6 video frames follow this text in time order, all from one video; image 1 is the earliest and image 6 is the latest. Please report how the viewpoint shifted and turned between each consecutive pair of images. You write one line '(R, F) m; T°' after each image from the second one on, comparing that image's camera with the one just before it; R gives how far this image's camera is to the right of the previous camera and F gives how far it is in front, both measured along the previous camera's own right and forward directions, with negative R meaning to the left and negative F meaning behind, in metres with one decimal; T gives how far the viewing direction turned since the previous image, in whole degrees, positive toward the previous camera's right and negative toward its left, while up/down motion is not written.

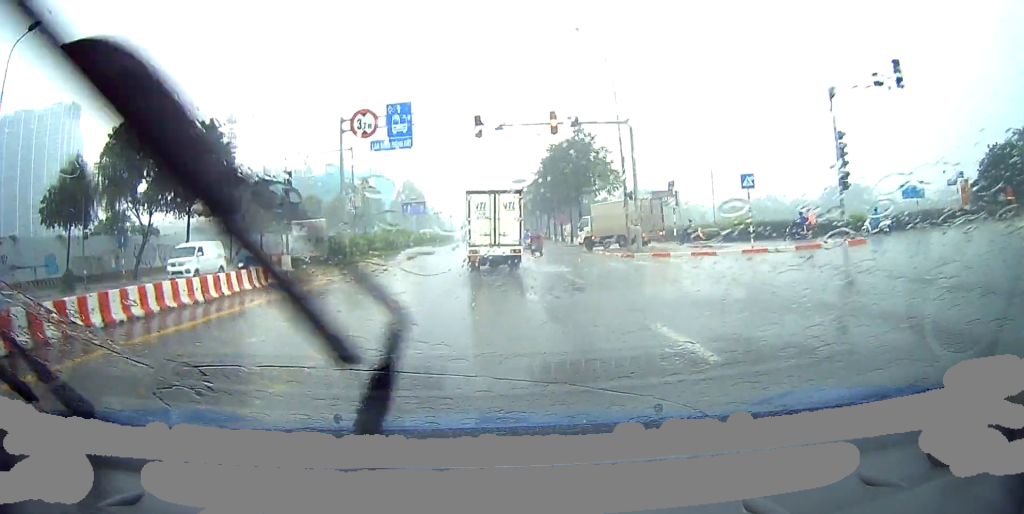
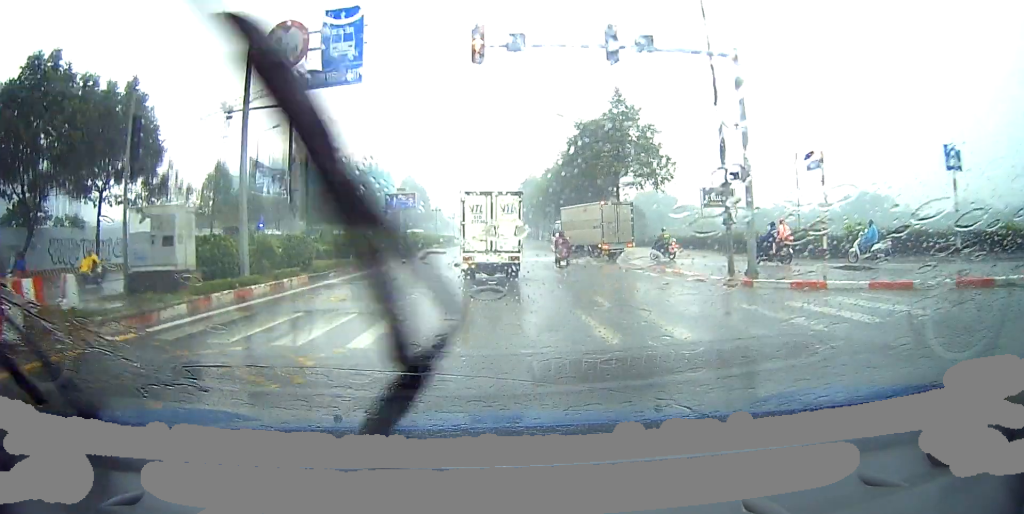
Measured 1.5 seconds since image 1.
(+0.4, +11.2) m; +2°
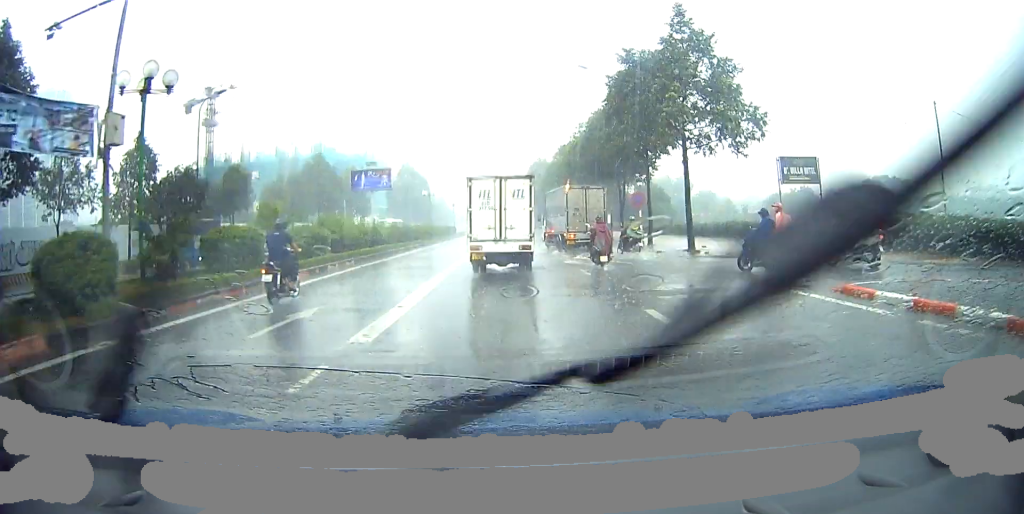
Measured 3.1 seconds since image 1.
(0.0, +11.9) m; 0°
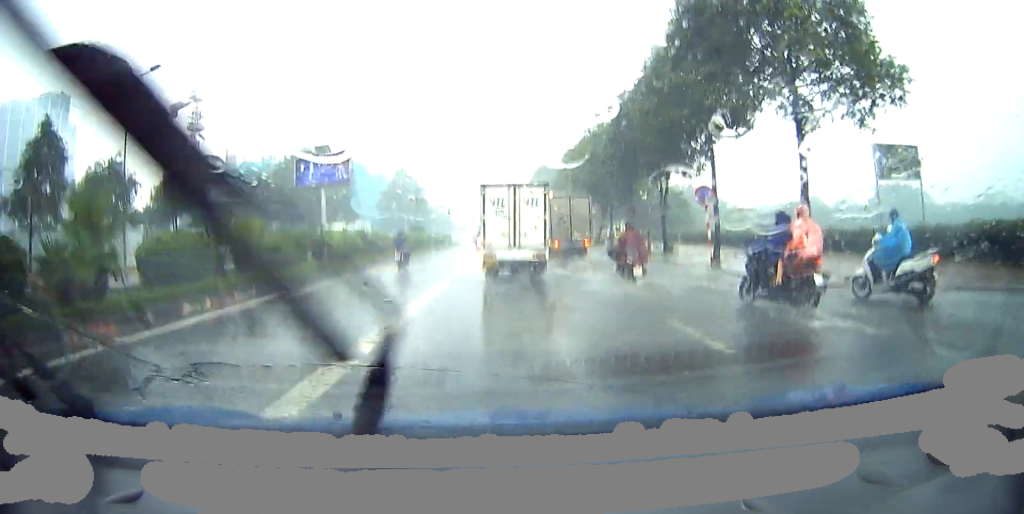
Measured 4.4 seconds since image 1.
(-0.2, +9.6) m; -2°
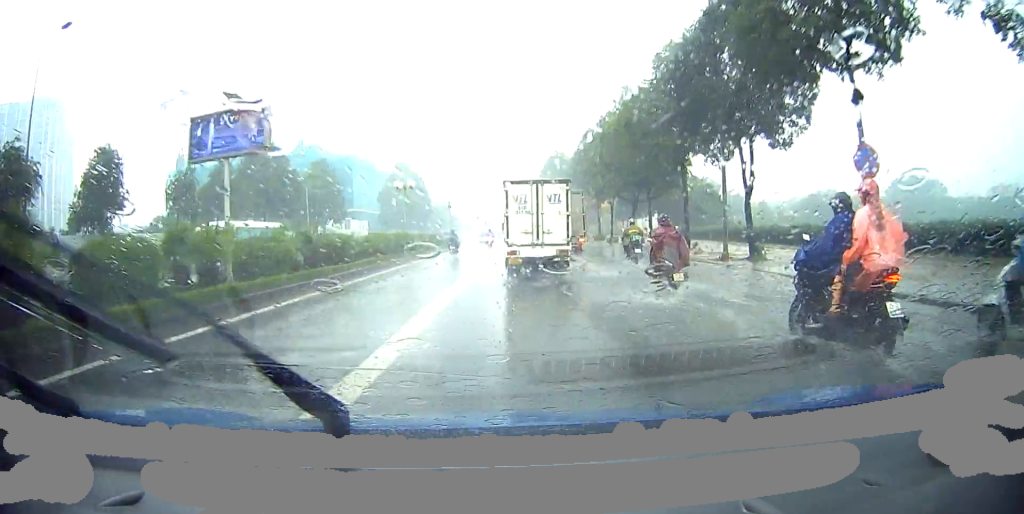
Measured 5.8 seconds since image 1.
(-0.1, +10.0) m; -1°
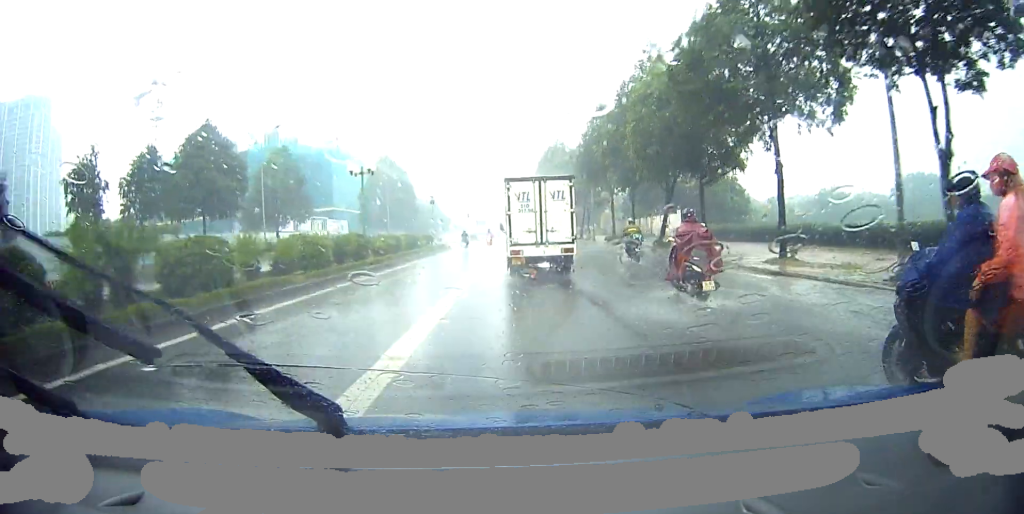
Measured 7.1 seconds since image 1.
(0.0, +9.4) m; 0°
